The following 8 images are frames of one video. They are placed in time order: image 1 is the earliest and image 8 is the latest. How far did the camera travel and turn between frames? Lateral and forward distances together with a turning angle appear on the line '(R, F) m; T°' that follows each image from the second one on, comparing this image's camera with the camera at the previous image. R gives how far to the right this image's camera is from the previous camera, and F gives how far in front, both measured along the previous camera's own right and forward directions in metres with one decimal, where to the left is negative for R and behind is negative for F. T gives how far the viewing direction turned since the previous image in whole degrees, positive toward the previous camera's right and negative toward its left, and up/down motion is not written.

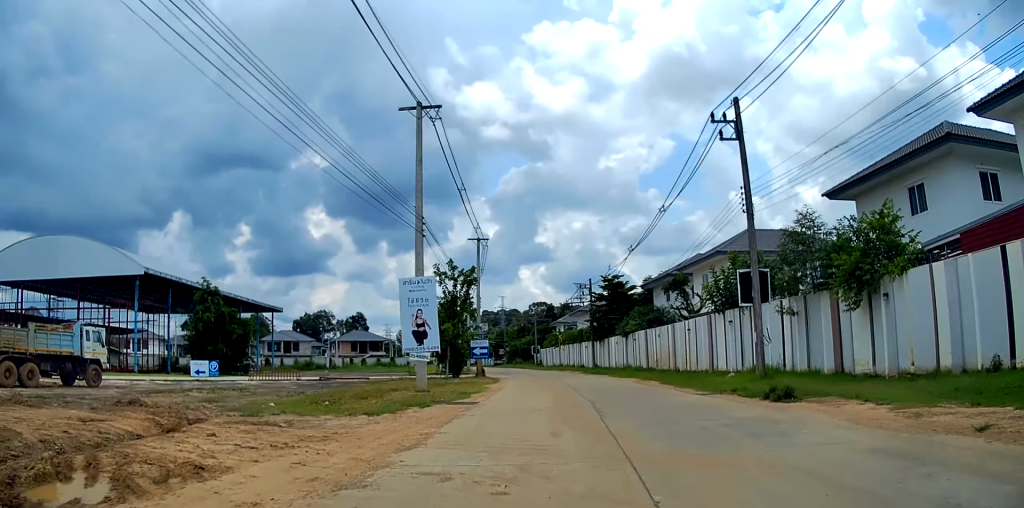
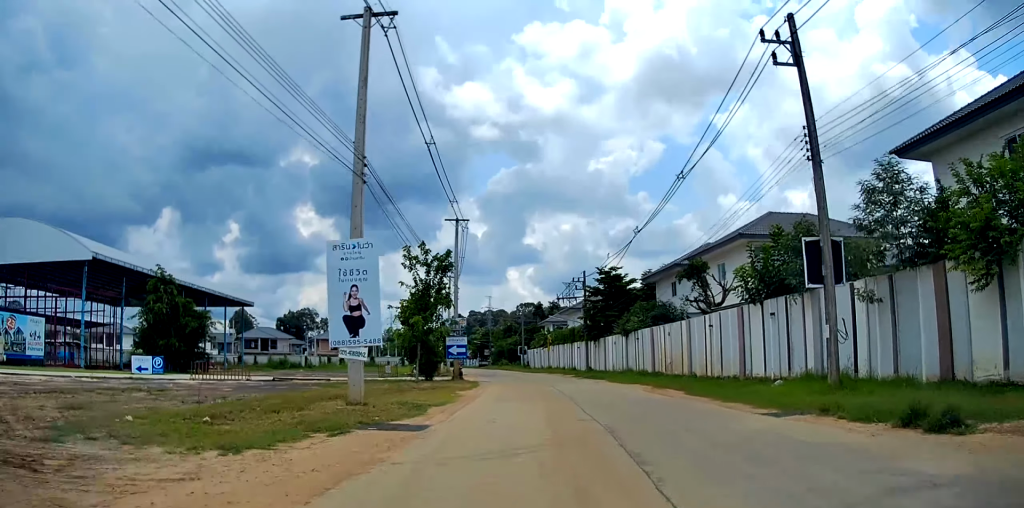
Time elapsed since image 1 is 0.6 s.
(0.0, +6.4) m; 0°
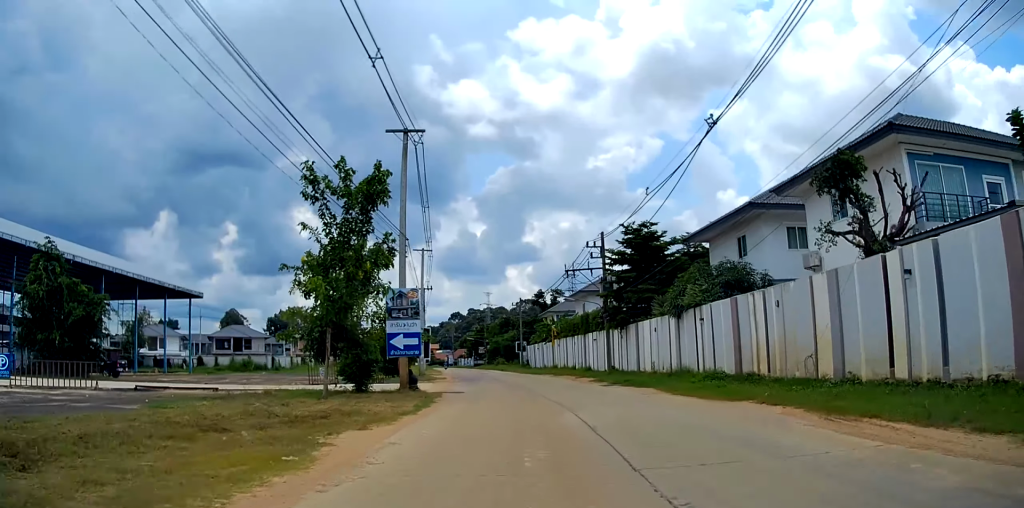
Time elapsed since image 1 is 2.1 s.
(+0.1, +15.7) m; -2°
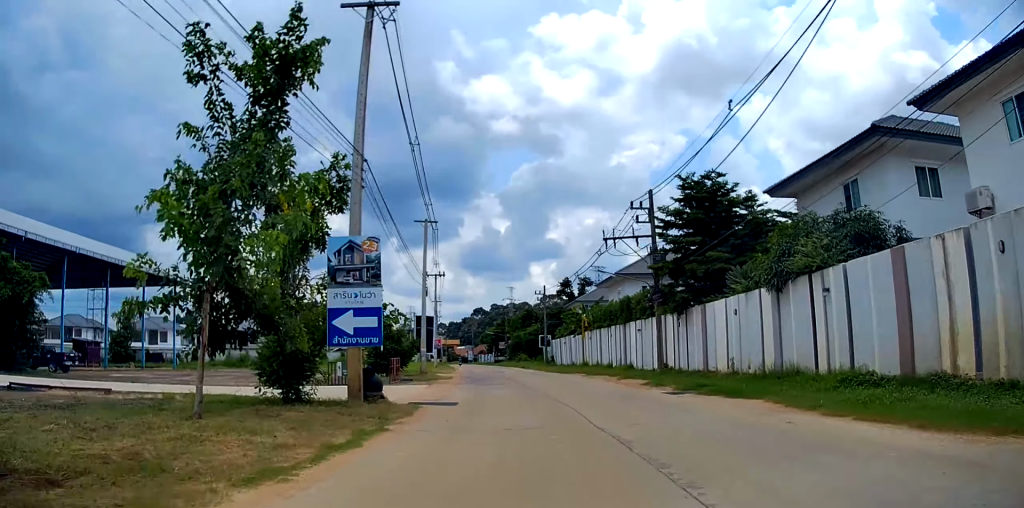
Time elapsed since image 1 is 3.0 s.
(-0.3, +9.4) m; -3°
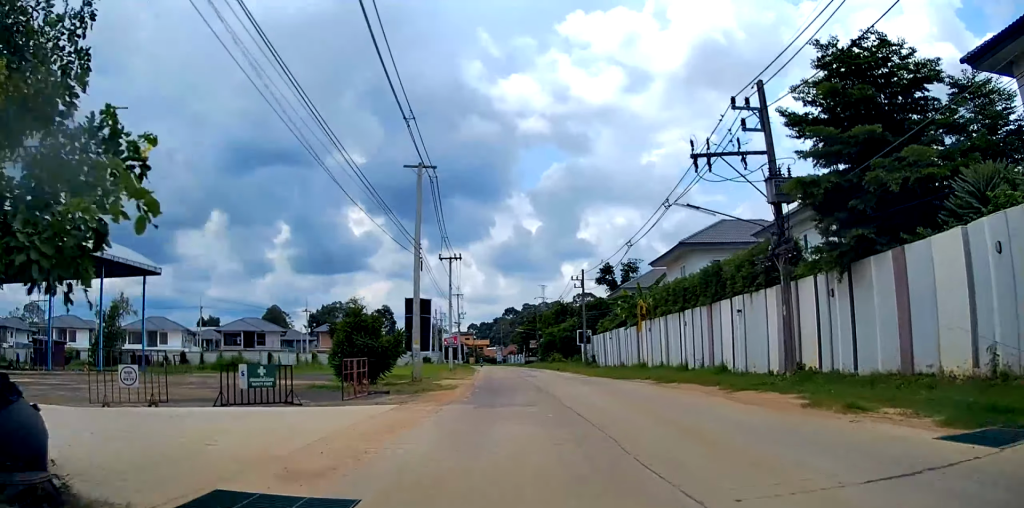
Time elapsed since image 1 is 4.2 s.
(-0.1, +12.5) m; 0°
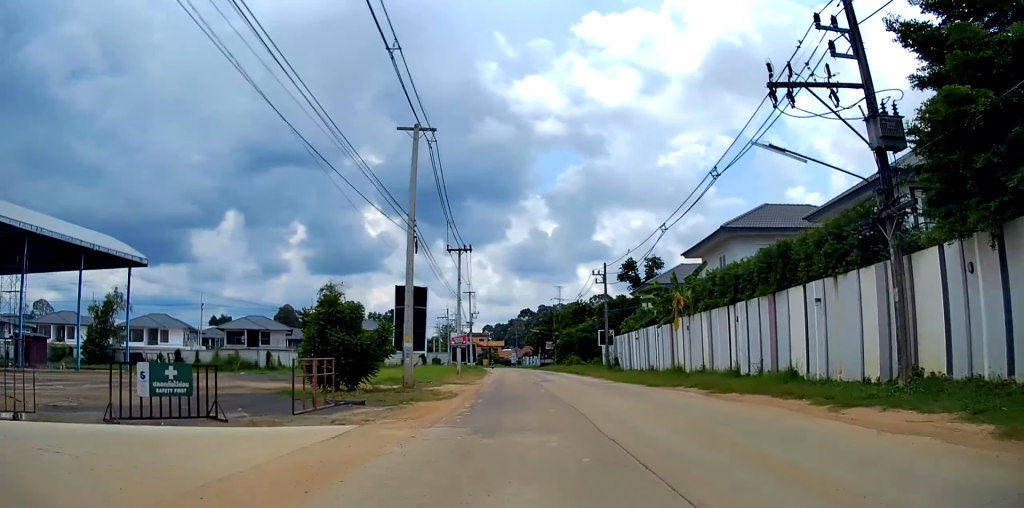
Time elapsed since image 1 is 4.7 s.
(+0.4, +5.4) m; 0°
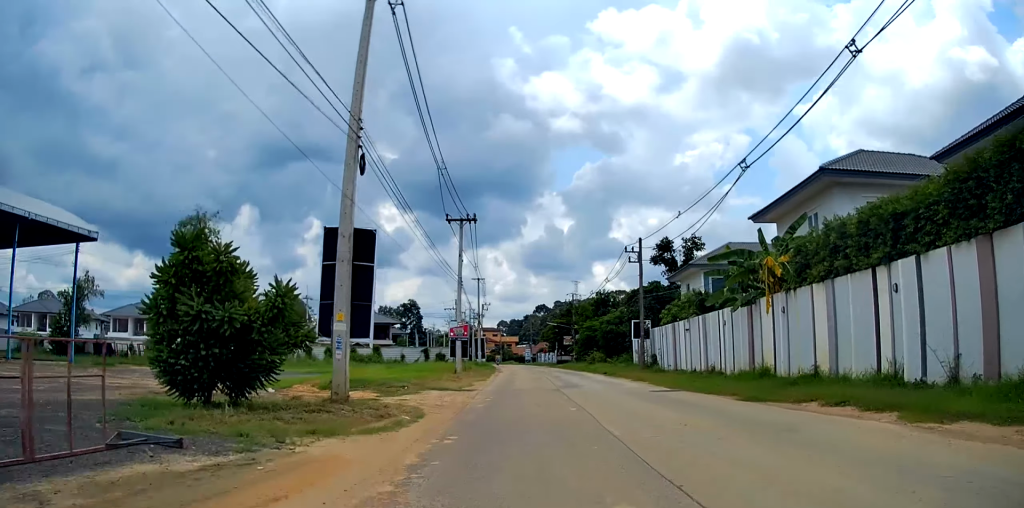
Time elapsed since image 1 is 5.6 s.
(-0.8, +10.0) m; -1°
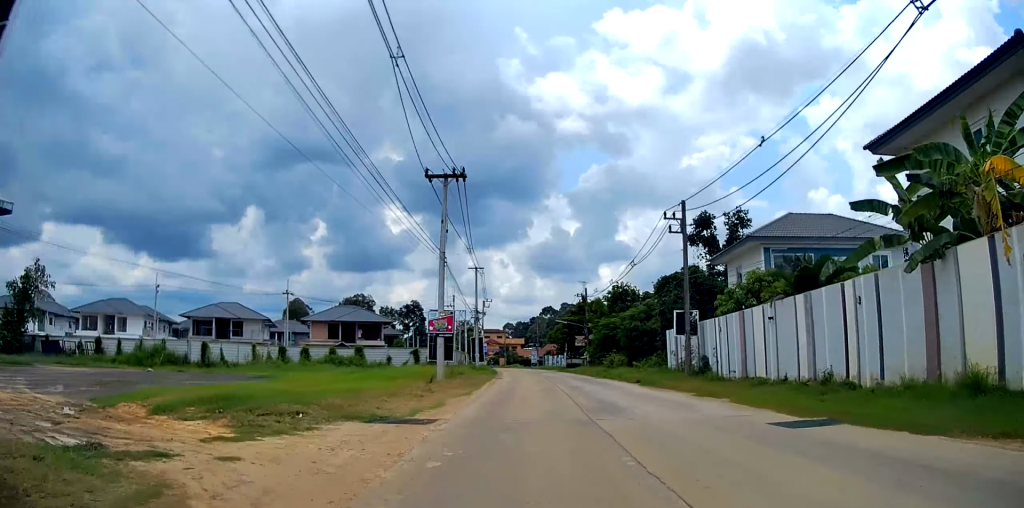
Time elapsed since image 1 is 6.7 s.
(+0.7, +11.7) m; 0°
